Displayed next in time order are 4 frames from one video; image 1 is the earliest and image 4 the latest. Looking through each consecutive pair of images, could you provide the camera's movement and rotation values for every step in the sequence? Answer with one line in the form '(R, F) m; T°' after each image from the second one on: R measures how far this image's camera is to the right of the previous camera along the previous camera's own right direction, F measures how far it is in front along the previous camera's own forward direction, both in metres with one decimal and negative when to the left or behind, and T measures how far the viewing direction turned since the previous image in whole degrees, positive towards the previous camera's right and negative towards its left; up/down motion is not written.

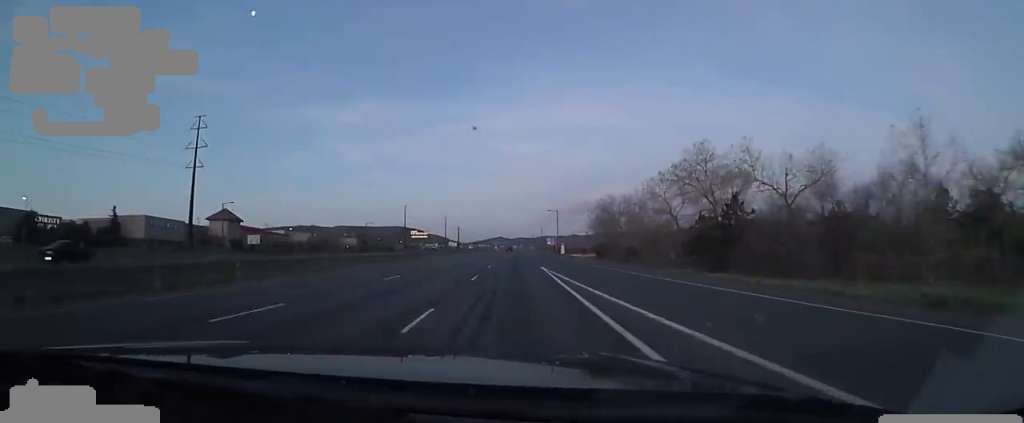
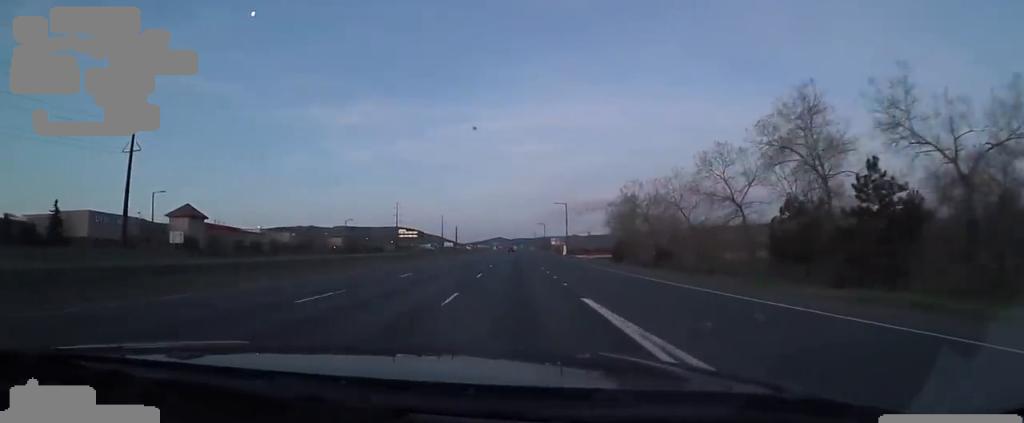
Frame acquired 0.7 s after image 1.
(+0.2, +20.7) m; 0°
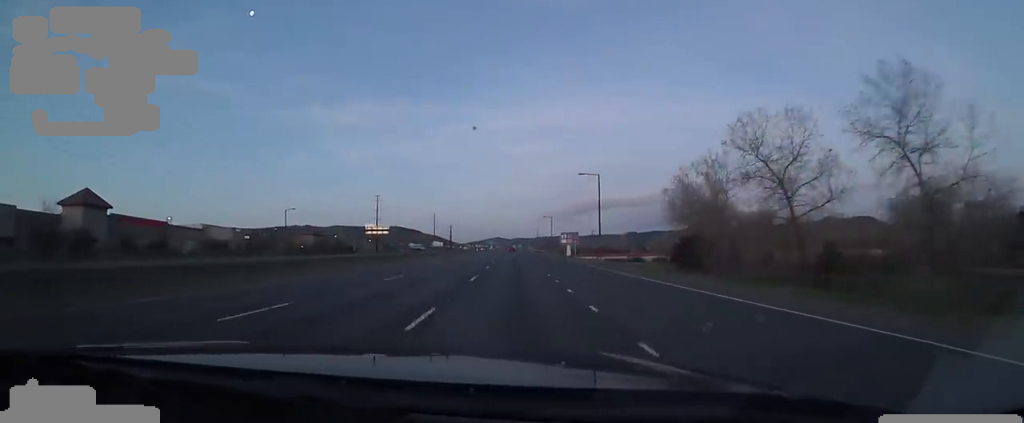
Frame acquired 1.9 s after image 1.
(-0.4, +40.4) m; +1°
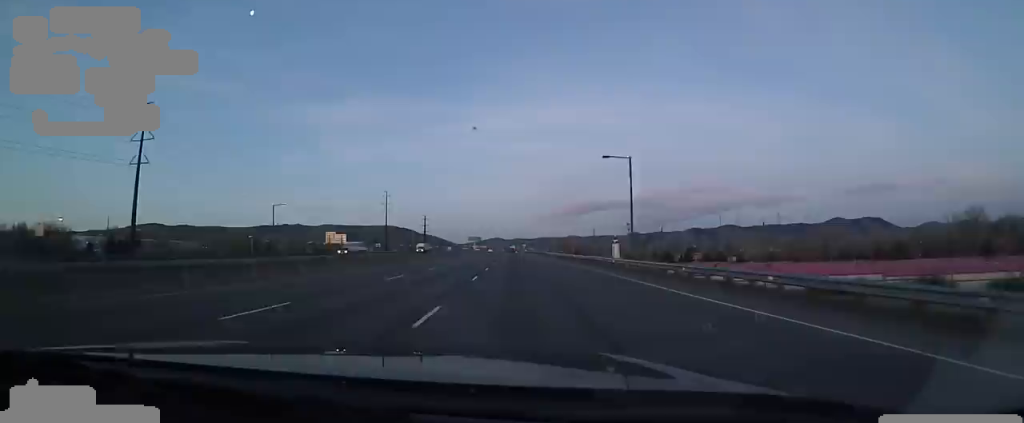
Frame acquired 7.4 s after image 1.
(+2.2, +166.2) m; 0°
